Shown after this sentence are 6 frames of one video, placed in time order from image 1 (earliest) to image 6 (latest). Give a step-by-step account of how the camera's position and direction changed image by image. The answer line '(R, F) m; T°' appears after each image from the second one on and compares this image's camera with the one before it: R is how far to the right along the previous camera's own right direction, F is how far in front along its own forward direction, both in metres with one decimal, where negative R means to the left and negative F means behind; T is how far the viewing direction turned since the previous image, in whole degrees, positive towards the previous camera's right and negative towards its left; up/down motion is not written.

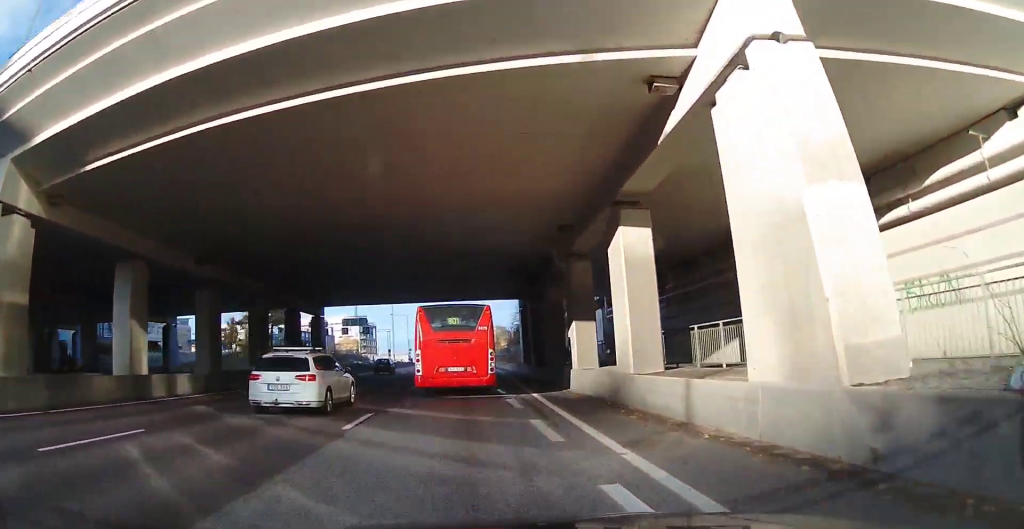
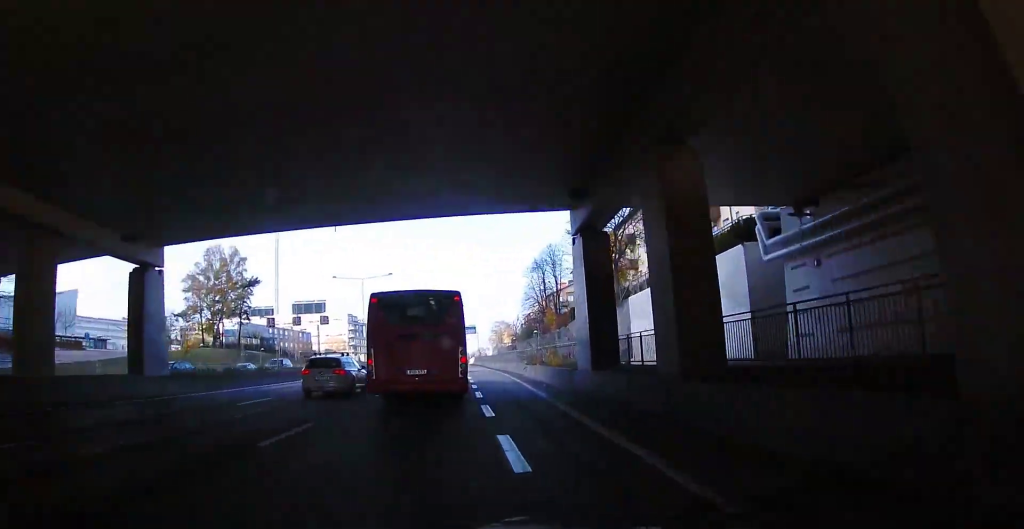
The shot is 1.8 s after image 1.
(-0.1, +25.4) m; -2°
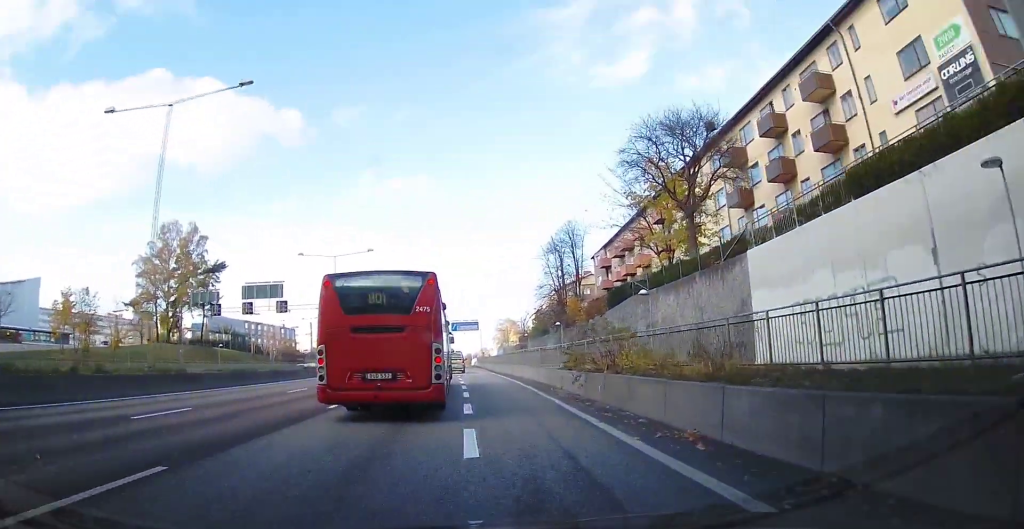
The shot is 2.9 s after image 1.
(-0.4, +16.2) m; -2°
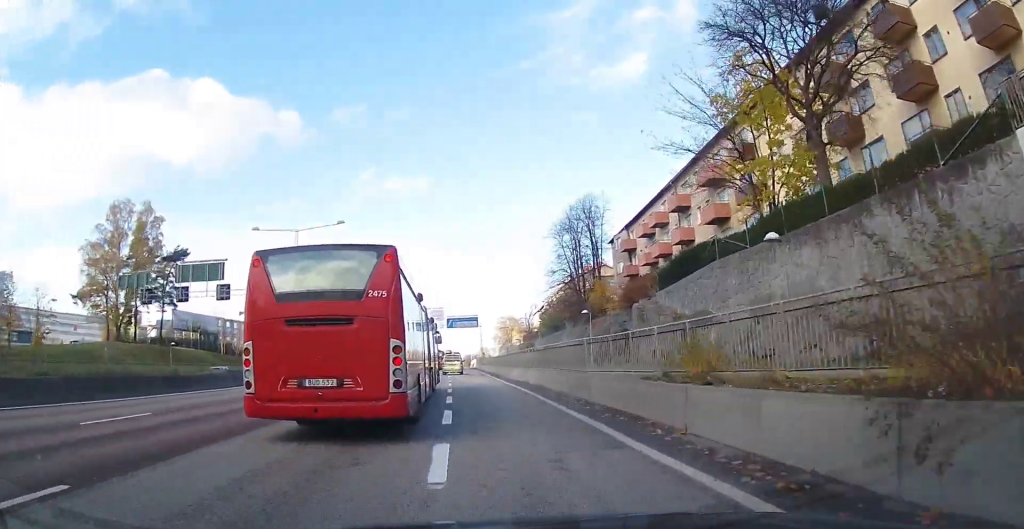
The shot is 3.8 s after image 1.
(-0.1, +13.0) m; +1°
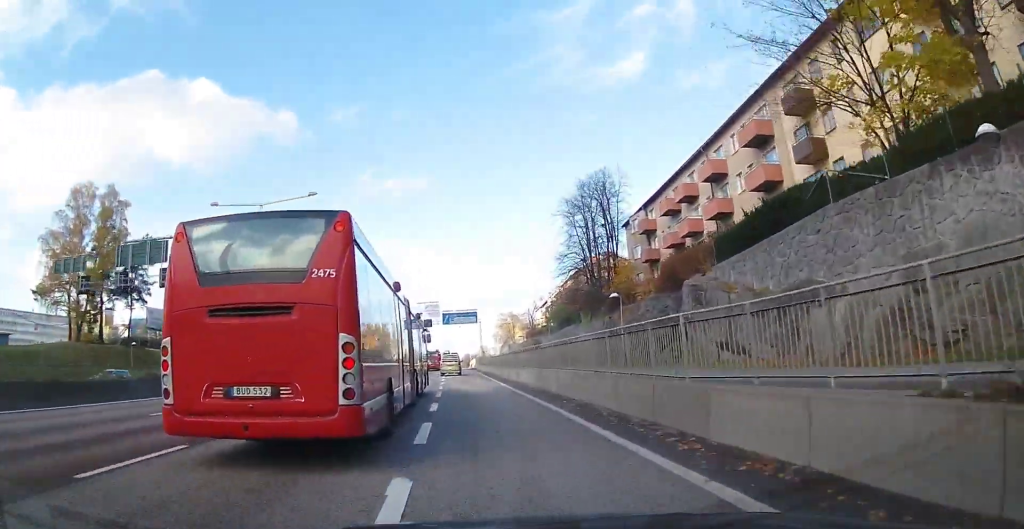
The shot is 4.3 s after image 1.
(+0.3, +8.2) m; 0°
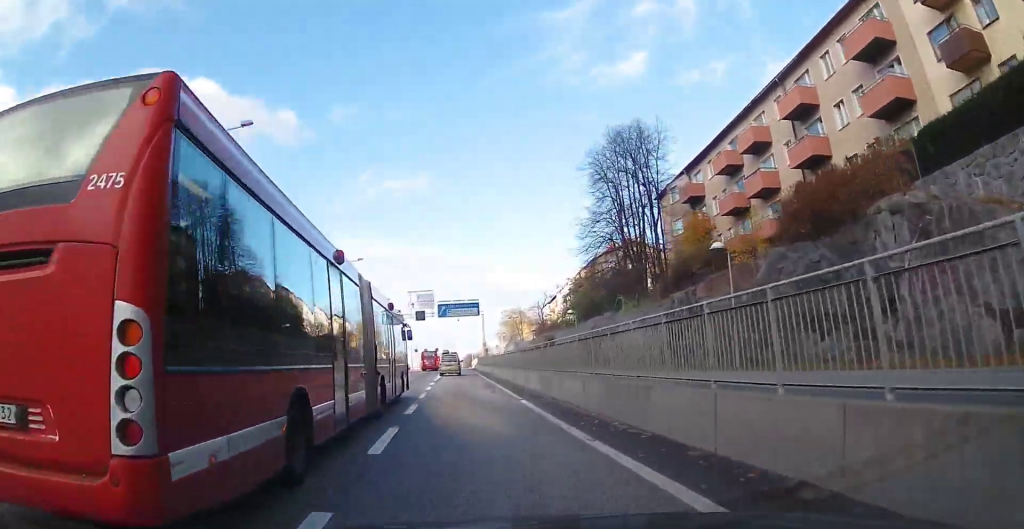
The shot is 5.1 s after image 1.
(0.0, +12.7) m; 0°
